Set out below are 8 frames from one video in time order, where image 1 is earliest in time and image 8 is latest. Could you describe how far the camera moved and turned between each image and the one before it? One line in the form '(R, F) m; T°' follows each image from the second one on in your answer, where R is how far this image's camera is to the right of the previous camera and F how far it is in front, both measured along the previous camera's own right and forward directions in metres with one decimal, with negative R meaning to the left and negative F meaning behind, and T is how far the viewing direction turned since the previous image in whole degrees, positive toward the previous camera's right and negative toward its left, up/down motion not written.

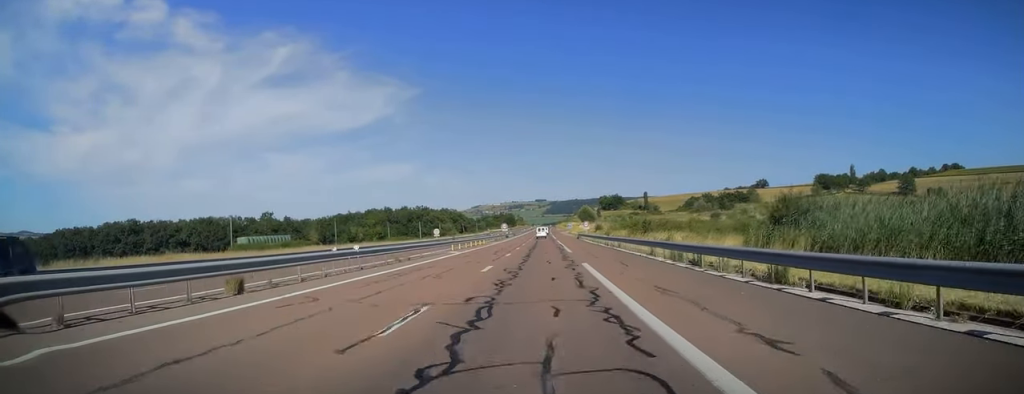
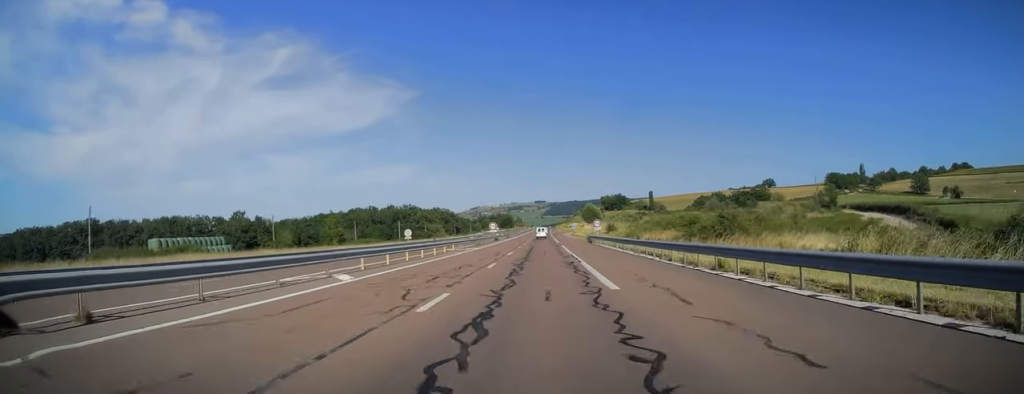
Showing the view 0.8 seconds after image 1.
(0.0, +23.4) m; 0°
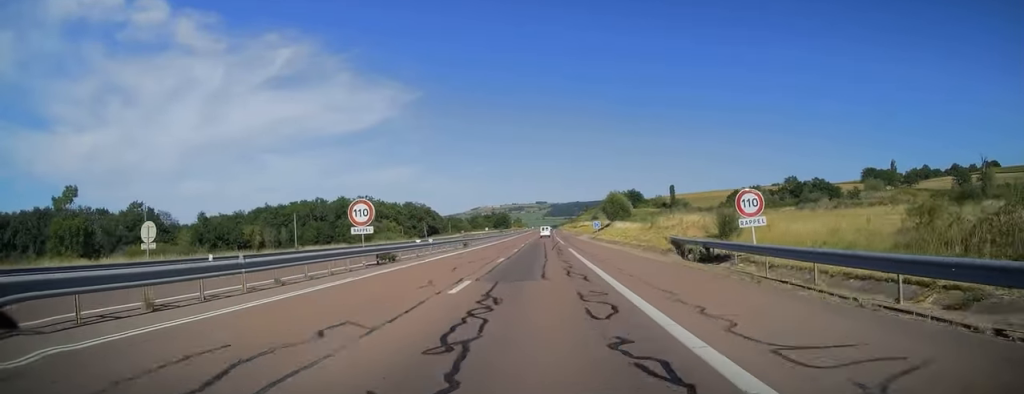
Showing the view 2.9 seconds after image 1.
(-0.3, +62.0) m; -1°
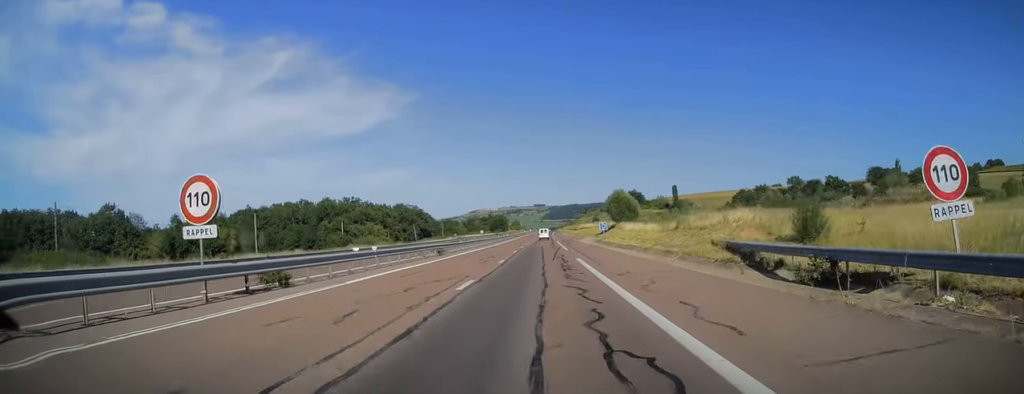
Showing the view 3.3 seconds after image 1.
(-0.2, +11.7) m; 0°
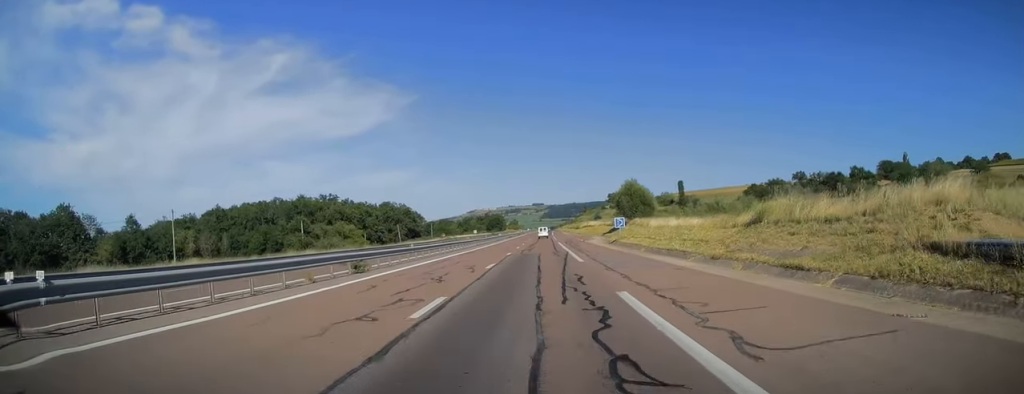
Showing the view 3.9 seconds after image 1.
(0.0, +17.6) m; 0°
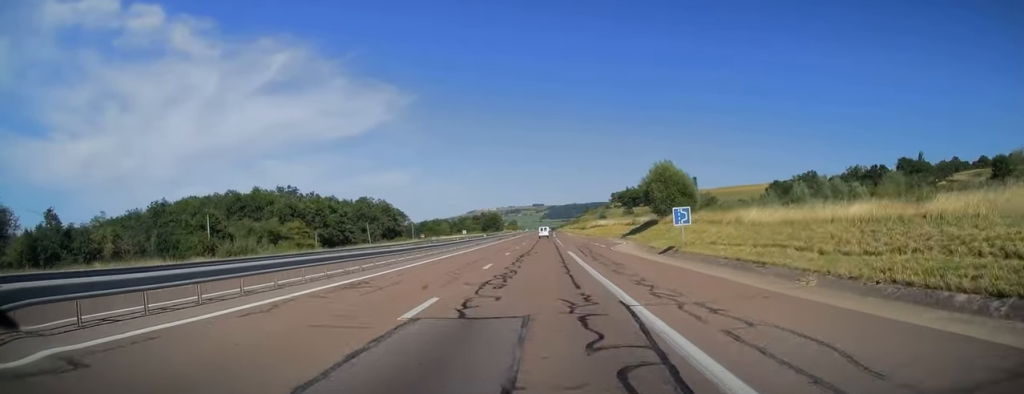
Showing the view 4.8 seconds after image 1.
(+0.2, +26.3) m; 0°
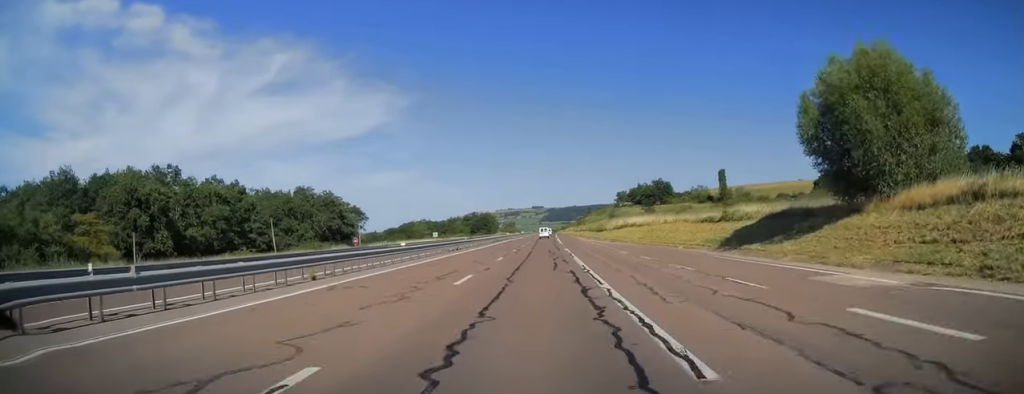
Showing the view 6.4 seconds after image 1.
(+0.1, +45.3) m; 0°
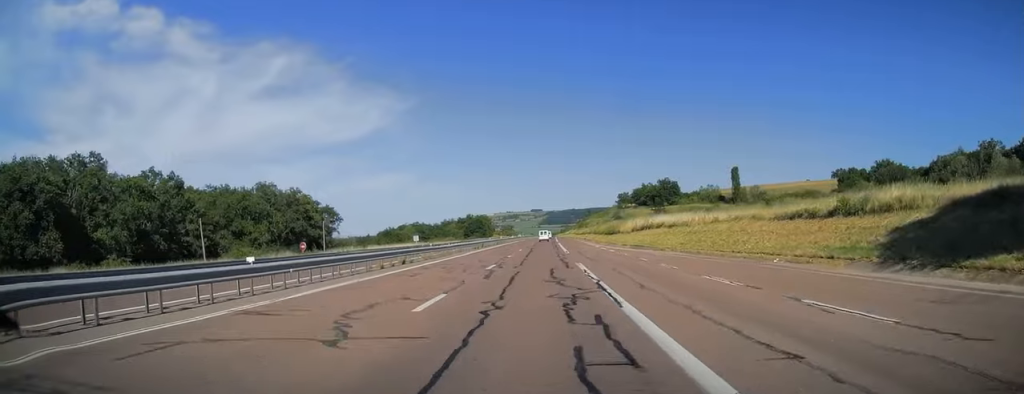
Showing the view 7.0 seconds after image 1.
(0.0, +18.0) m; 0°
